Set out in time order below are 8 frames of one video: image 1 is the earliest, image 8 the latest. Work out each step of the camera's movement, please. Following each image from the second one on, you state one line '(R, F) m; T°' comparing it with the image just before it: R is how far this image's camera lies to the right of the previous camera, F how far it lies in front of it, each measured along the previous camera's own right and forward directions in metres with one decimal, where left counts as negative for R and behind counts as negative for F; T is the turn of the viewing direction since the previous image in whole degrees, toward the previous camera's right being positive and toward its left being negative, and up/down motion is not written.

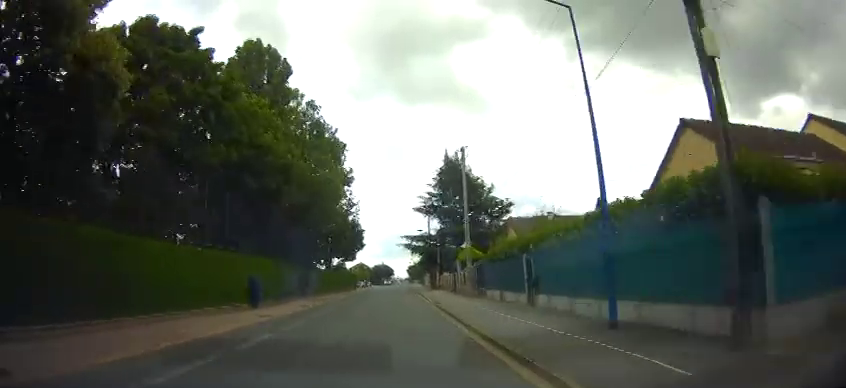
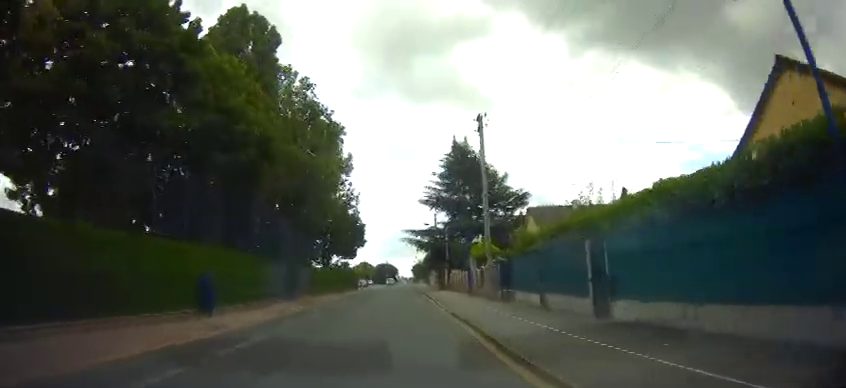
(0.0, +5.5) m; +1°
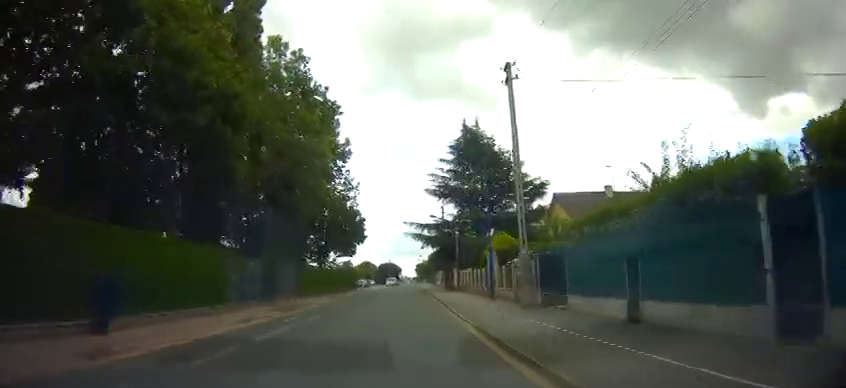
(+0.1, +6.1) m; 0°
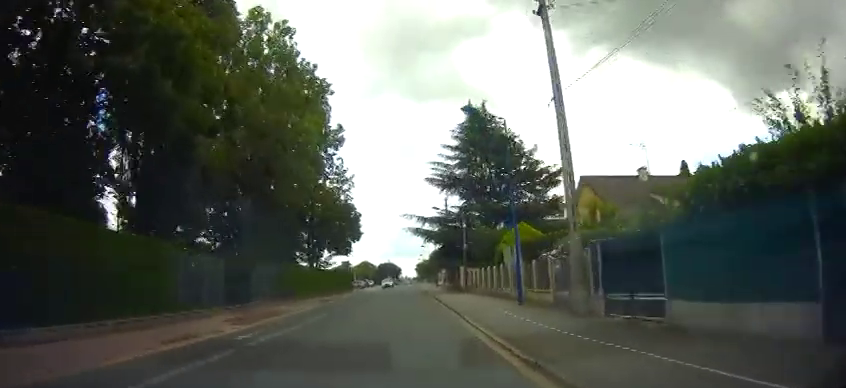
(+0.1, +5.3) m; 0°
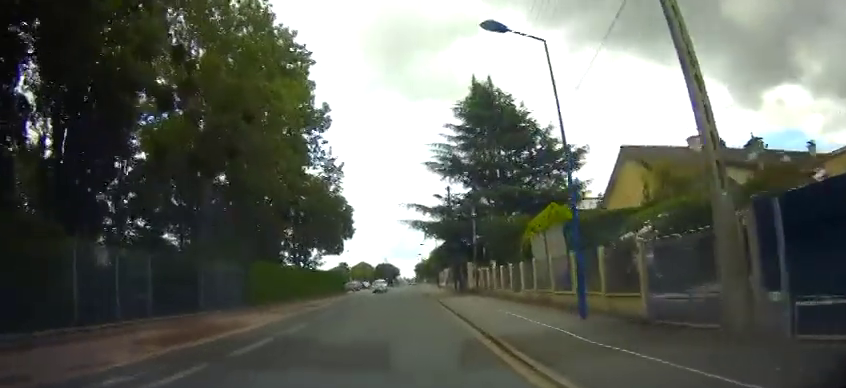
(-0.2, +6.1) m; -1°
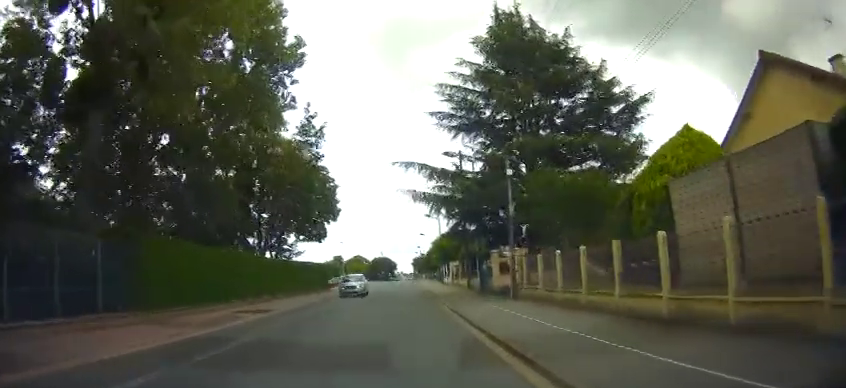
(-0.1, +10.9) m; -2°
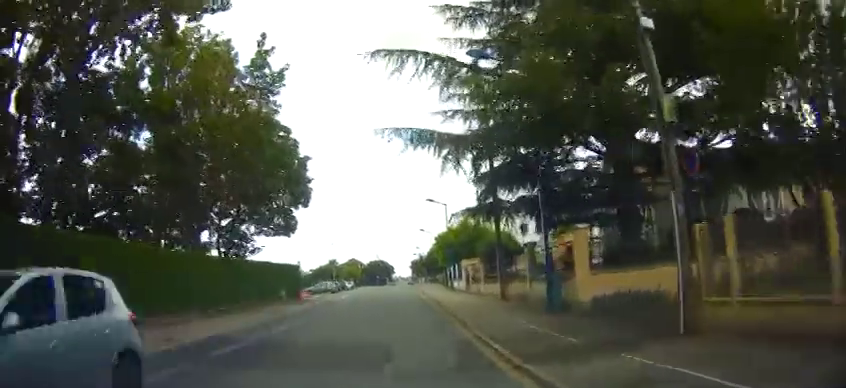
(-0.2, +13.0) m; +2°
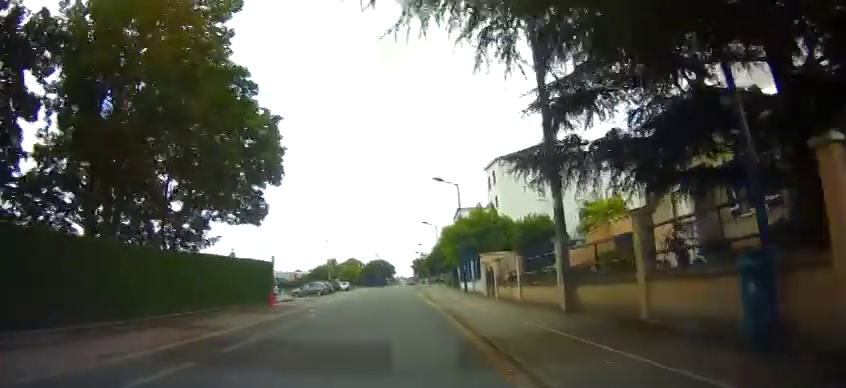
(+0.5, +8.4) m; +1°
